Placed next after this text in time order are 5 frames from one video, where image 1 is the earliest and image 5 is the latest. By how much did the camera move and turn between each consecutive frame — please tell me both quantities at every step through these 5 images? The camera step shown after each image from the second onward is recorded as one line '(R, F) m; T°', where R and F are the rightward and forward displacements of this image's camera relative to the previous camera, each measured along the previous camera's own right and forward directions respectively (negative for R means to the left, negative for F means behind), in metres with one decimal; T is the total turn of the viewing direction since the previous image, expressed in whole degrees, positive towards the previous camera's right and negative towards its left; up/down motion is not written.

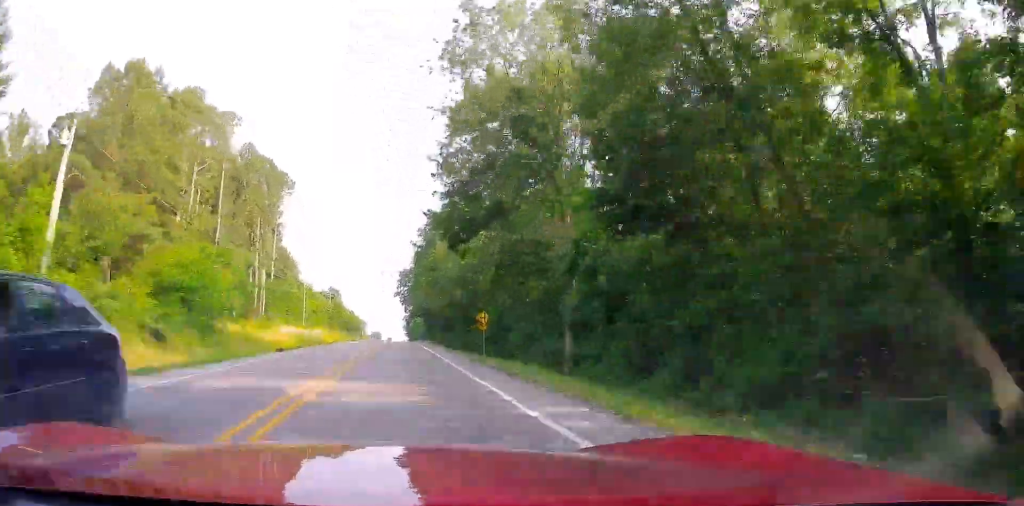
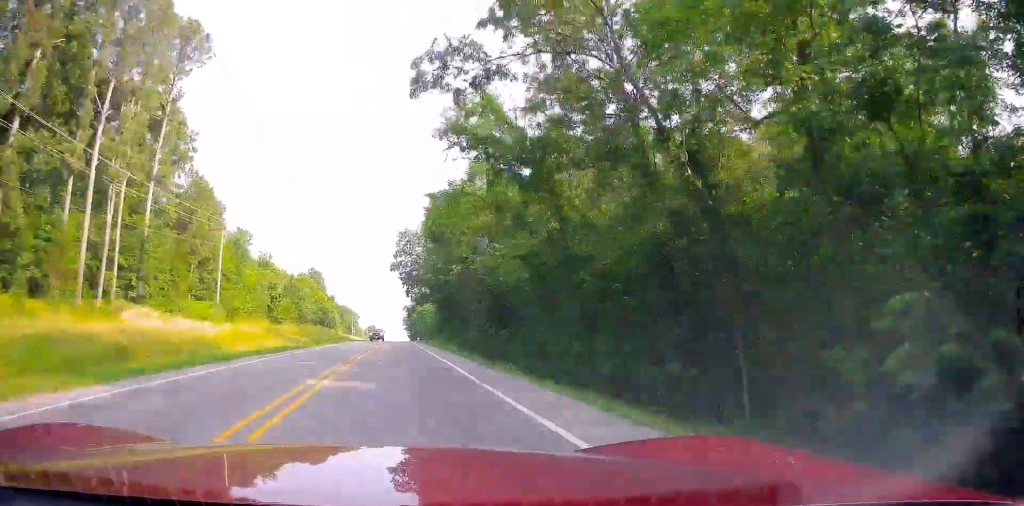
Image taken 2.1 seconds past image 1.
(0.0, +50.8) m; -1°
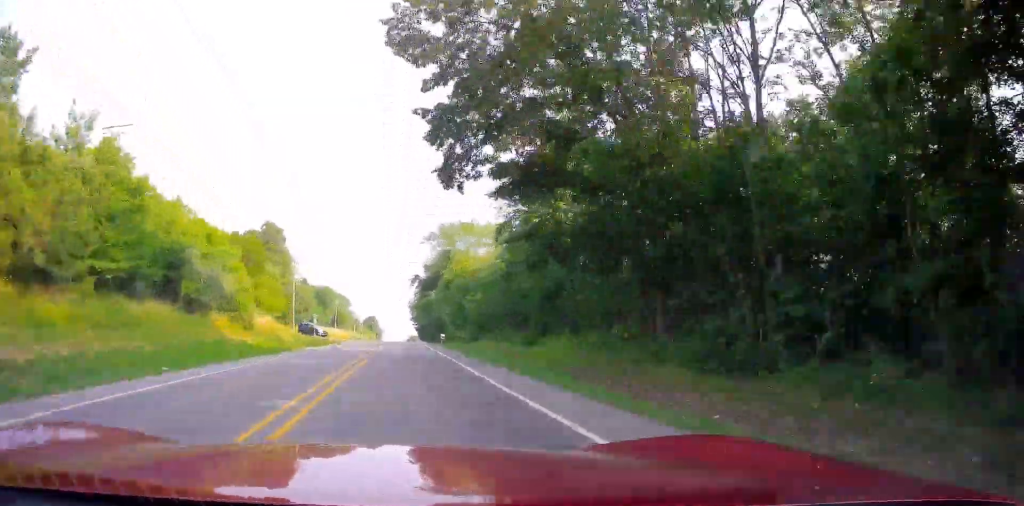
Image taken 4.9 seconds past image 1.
(-0.7, +69.6) m; 0°
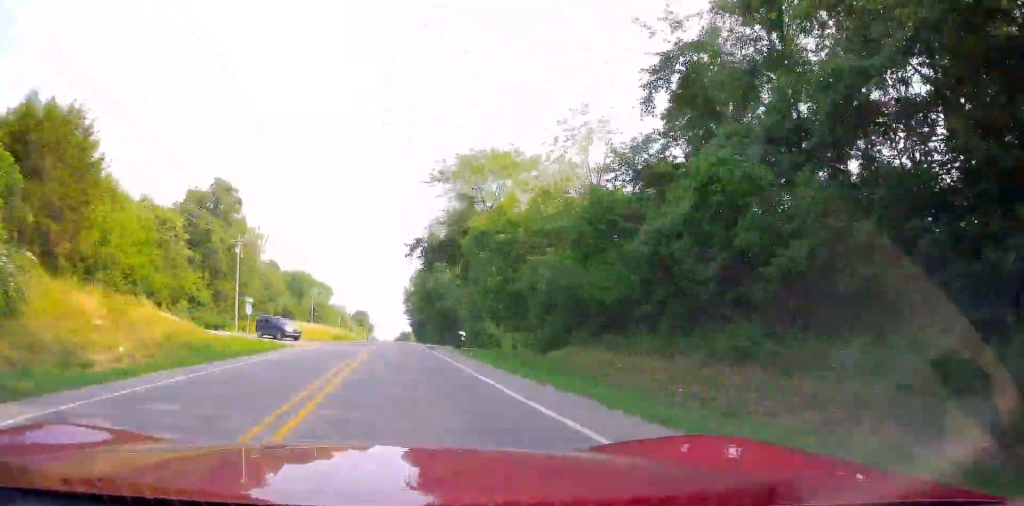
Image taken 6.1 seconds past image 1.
(+0.4, +30.1) m; +1°
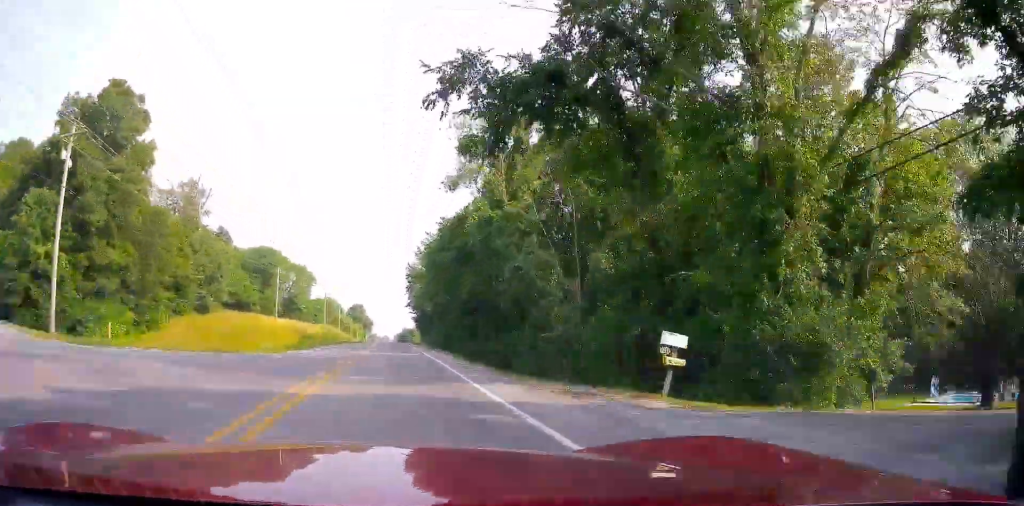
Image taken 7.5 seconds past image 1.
(+0.4, +37.0) m; +1°
